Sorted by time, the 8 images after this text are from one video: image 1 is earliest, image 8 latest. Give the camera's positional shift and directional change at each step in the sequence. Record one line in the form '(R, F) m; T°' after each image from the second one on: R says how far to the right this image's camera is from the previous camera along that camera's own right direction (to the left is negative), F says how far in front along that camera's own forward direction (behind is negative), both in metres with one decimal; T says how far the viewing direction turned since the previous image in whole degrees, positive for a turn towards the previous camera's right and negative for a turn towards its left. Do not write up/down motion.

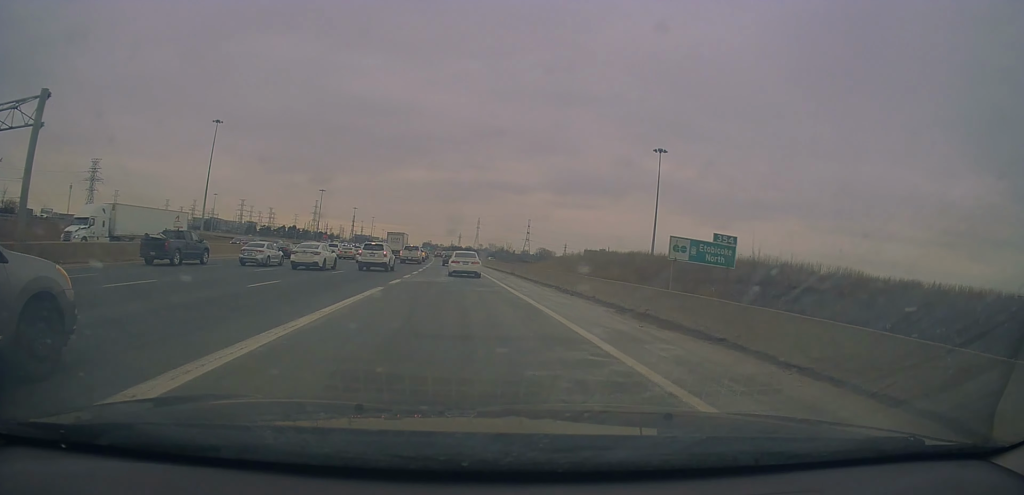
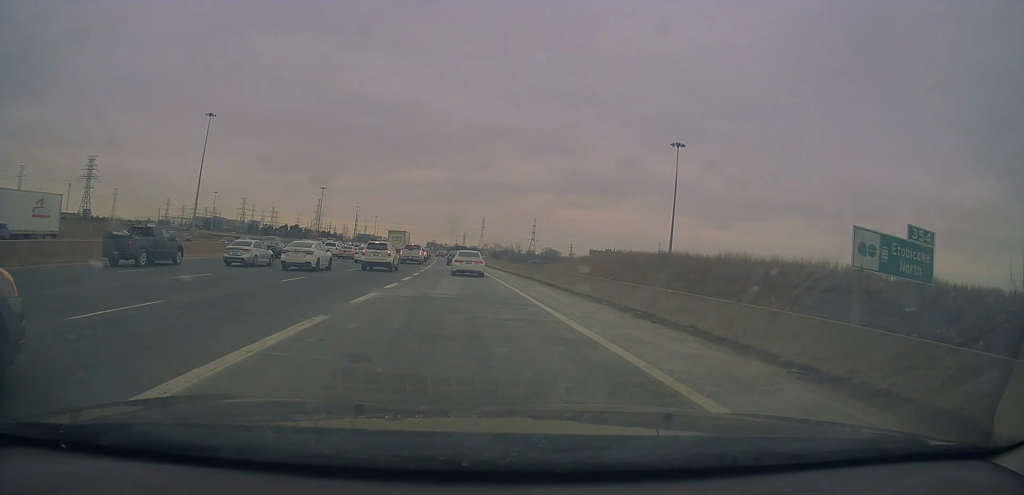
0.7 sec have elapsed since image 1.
(0.0, +9.2) m; -1°
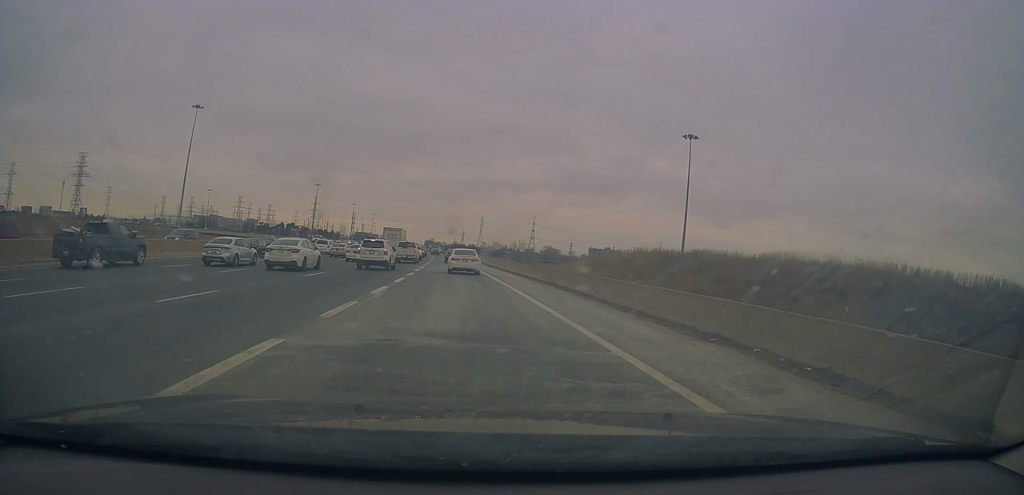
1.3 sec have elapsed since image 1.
(0.0, +8.5) m; 0°
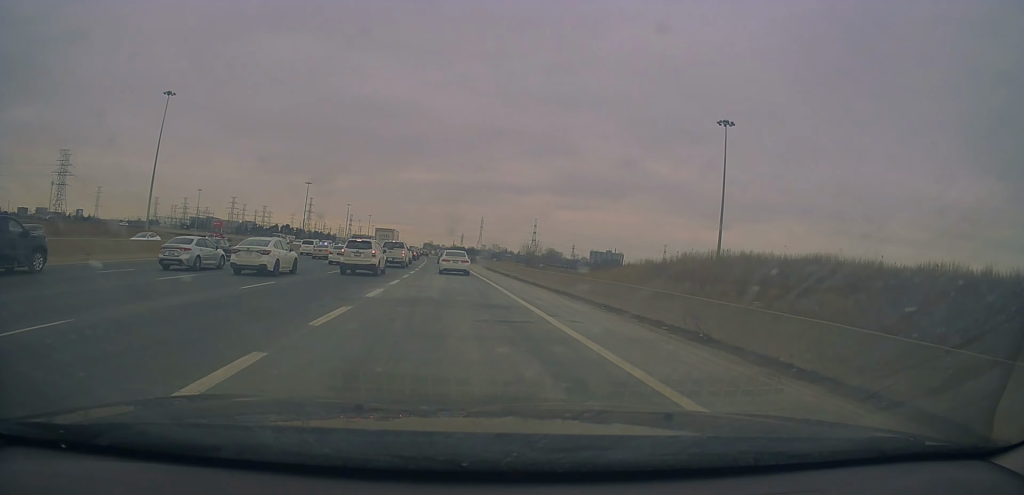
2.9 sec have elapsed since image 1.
(+0.2, +19.5) m; +2°
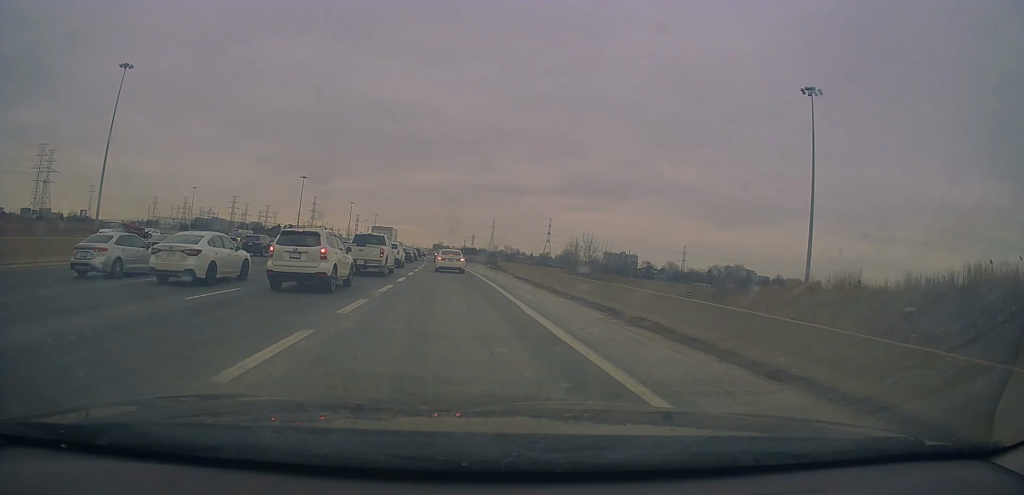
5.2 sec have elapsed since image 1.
(0.0, +26.6) m; -2°
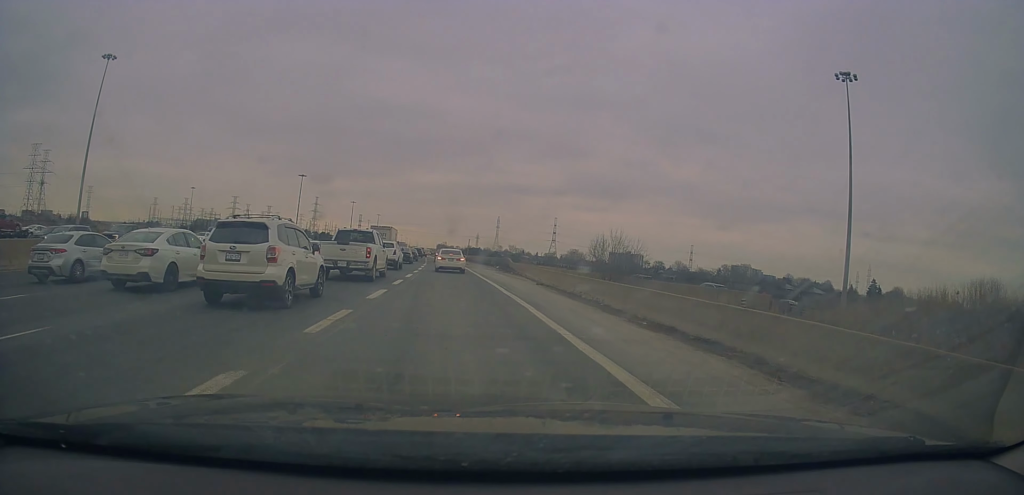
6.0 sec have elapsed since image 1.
(-0.2, +8.3) m; -1°
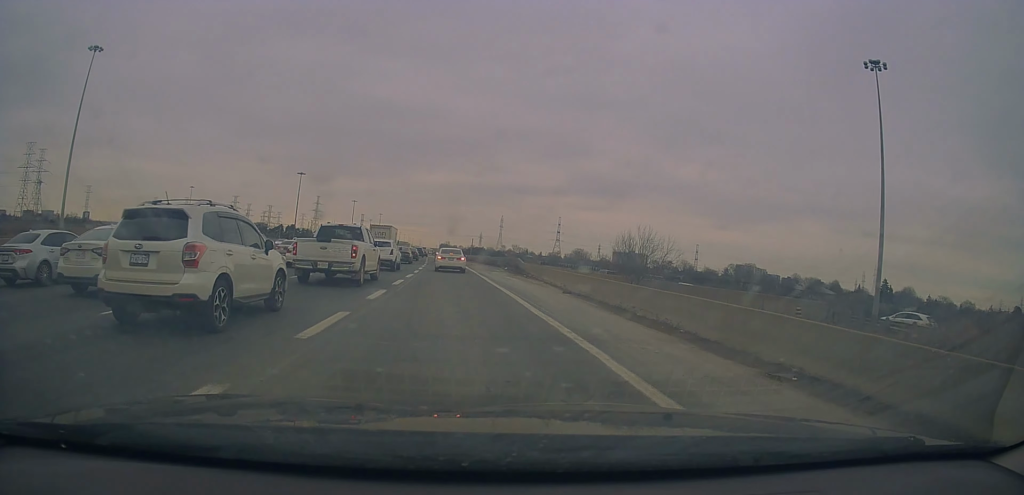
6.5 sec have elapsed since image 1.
(0.0, +6.2) m; +1°
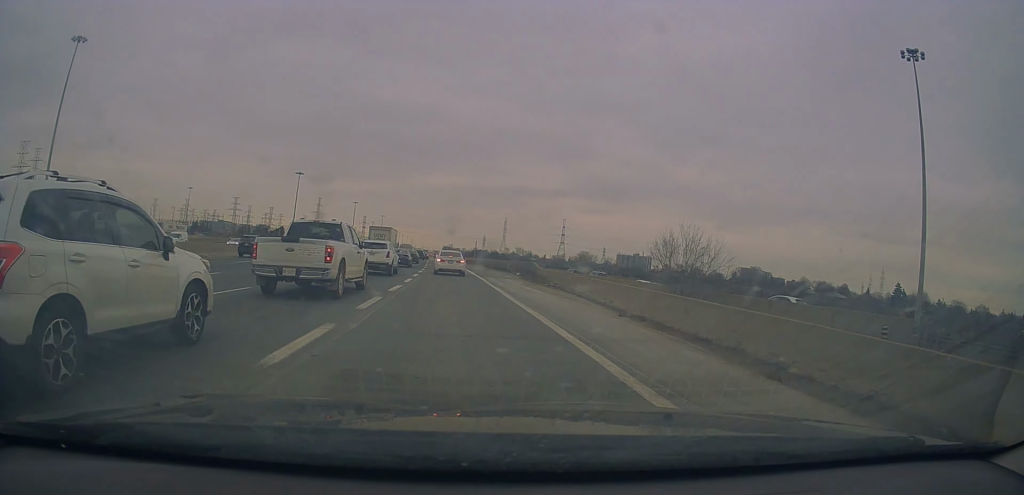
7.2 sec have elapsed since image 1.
(0.0, +7.6) m; +1°
